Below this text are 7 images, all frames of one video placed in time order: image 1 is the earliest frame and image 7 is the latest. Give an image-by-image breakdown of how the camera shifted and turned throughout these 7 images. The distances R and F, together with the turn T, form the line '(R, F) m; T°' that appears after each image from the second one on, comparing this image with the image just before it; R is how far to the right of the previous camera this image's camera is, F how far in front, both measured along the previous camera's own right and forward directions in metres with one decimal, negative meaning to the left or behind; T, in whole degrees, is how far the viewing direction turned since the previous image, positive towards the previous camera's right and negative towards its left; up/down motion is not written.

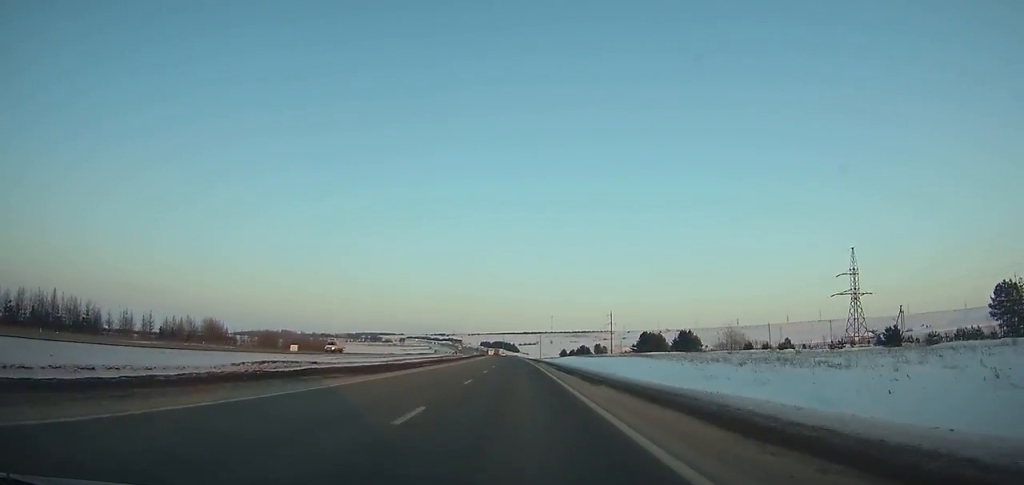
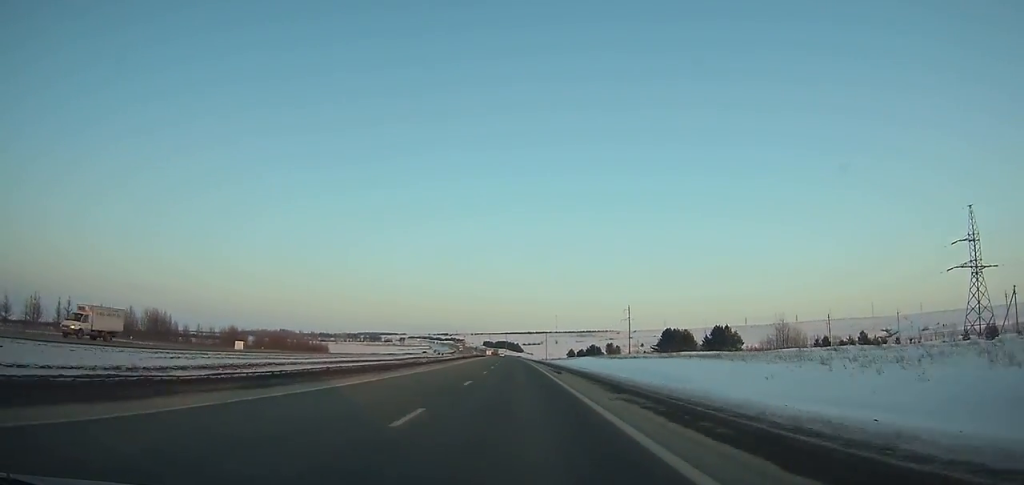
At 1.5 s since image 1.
(0.0, +36.0) m; 0°
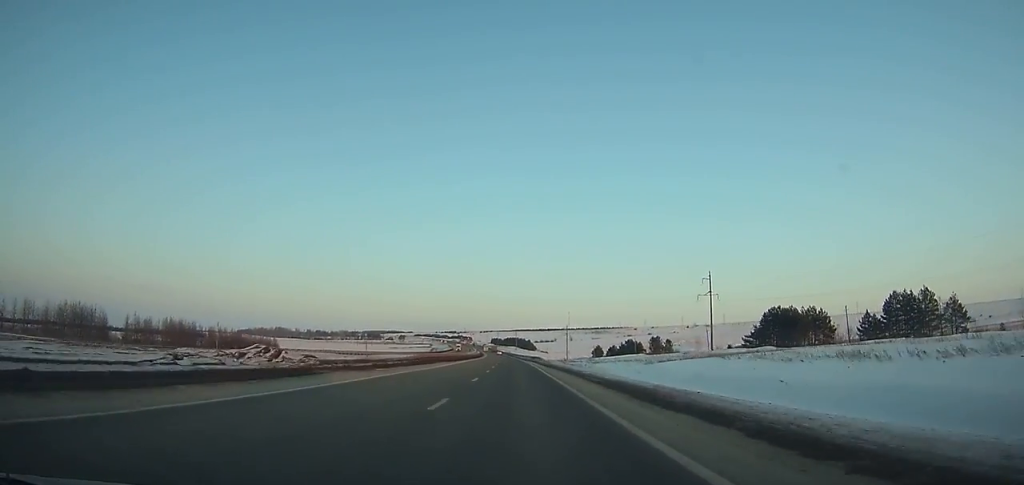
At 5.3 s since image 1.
(-1.1, +92.1) m; -1°
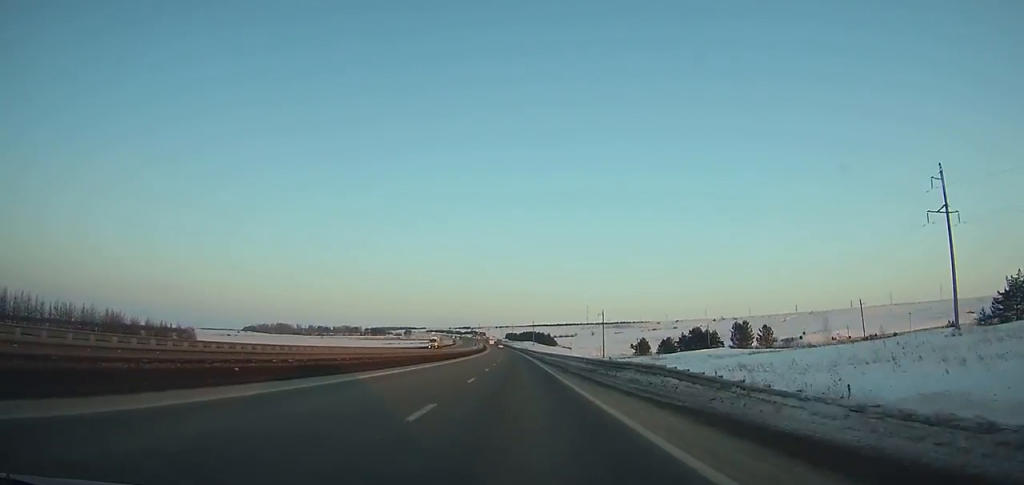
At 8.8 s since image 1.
(-1.1, +84.5) m; -2°
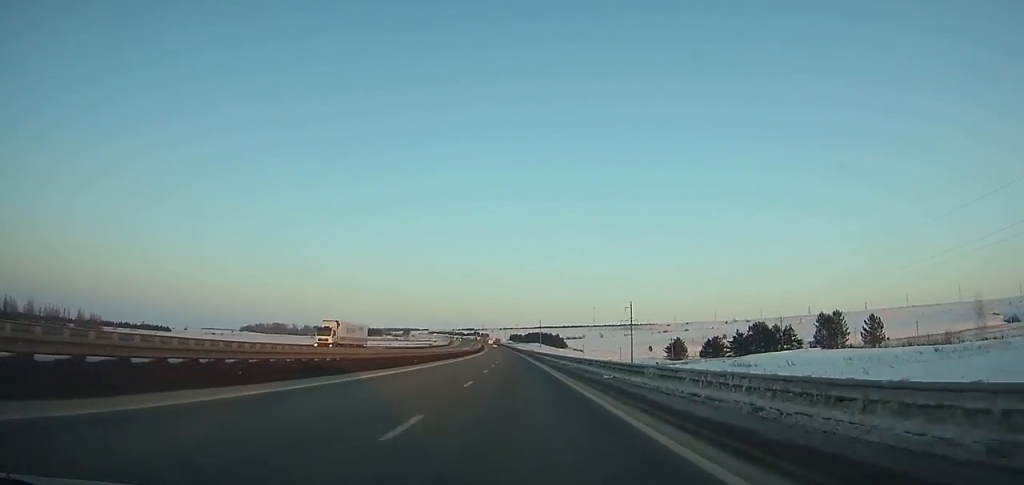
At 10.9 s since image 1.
(-0.4, +50.3) m; -1°
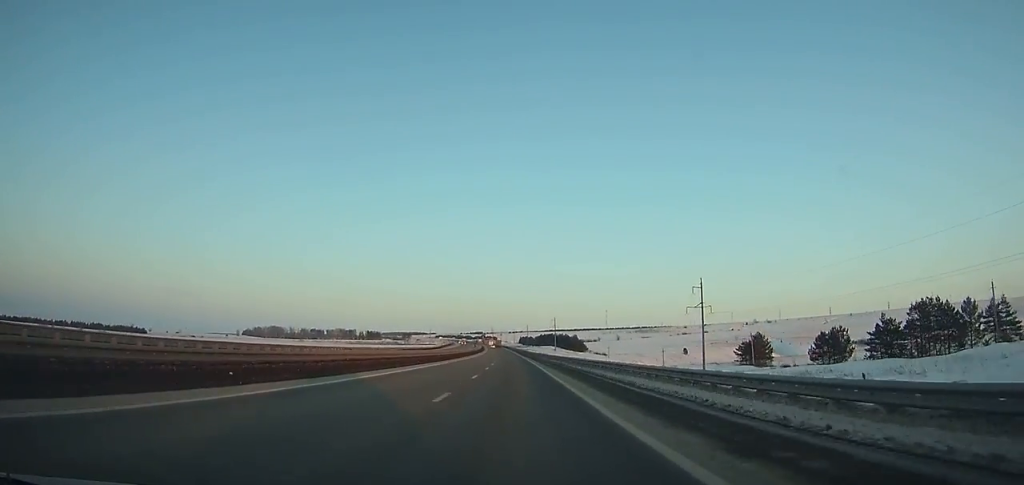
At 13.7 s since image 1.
(-0.5, +66.4) m; -1°
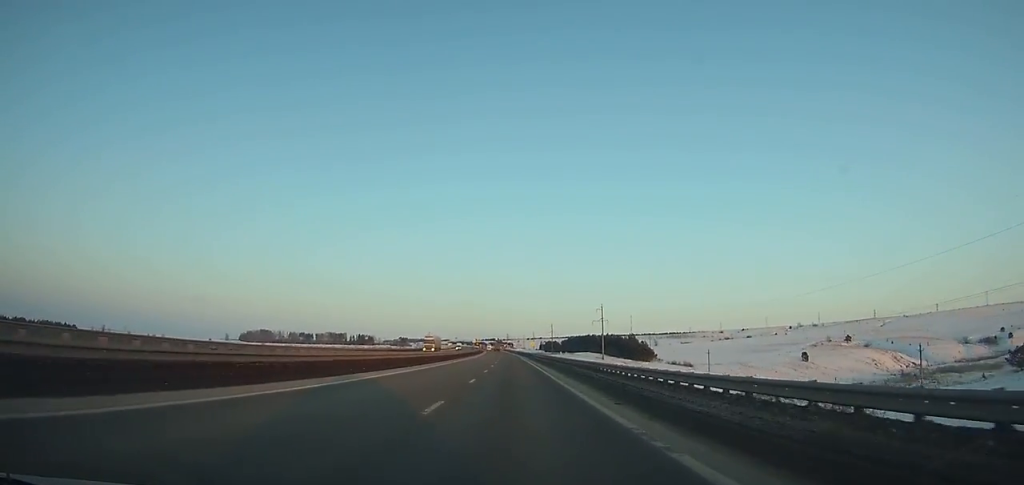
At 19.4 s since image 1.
(-2.6, +133.9) m; -2°
